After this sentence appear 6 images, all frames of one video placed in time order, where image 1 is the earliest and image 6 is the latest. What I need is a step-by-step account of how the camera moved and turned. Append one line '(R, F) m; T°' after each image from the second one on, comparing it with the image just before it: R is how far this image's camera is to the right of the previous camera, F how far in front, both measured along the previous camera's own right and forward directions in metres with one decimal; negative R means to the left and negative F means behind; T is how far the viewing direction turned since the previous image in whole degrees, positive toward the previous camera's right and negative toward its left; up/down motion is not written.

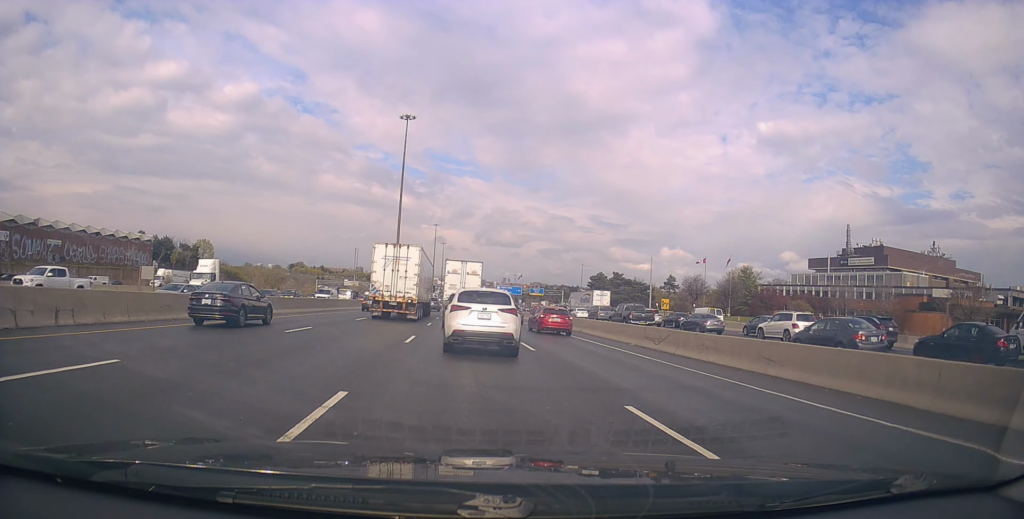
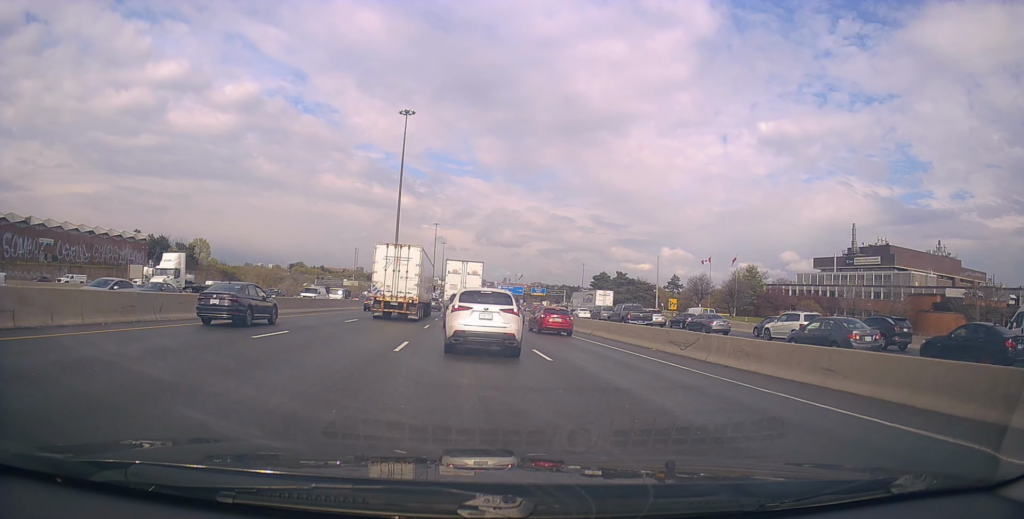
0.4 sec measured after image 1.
(-0.1, +2.8) m; -1°
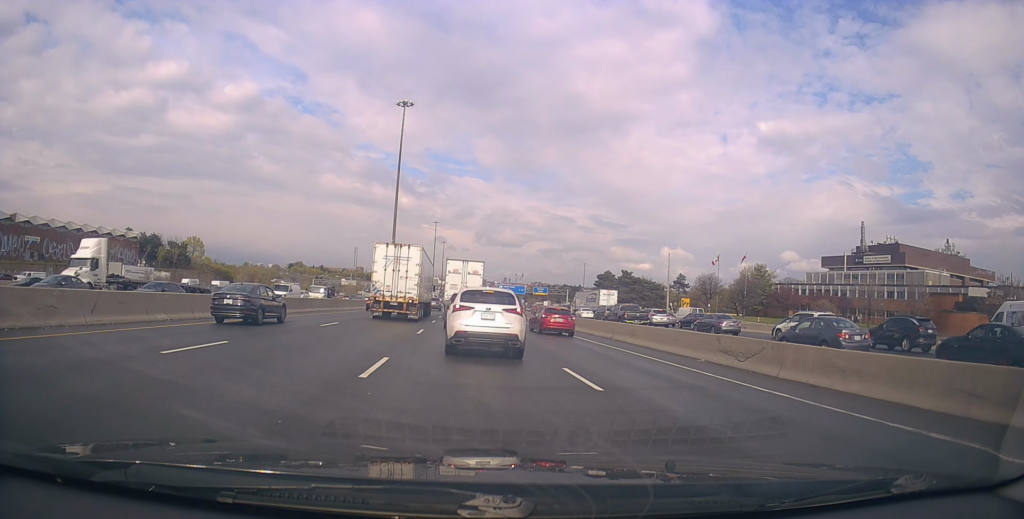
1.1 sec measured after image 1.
(-0.1, +4.8) m; -2°
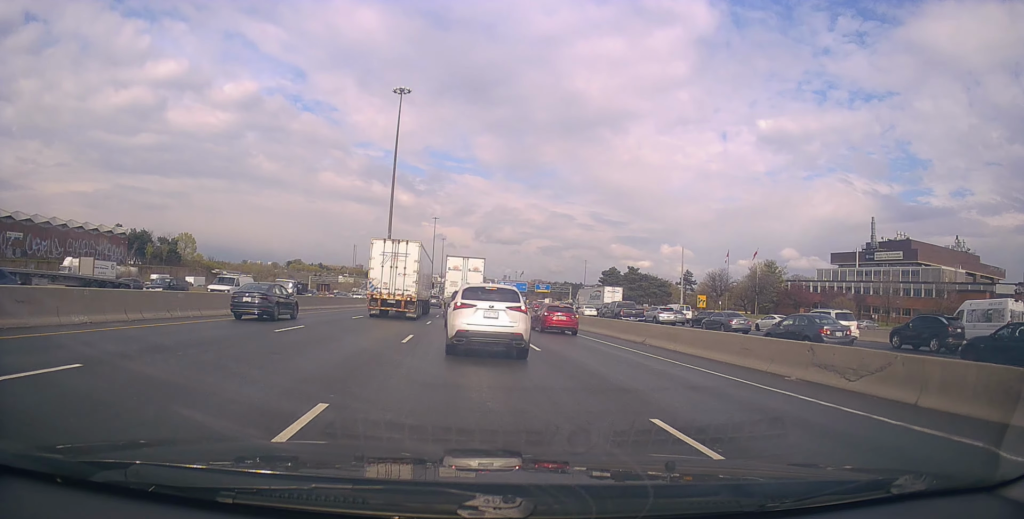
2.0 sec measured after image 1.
(0.0, +5.5) m; -1°
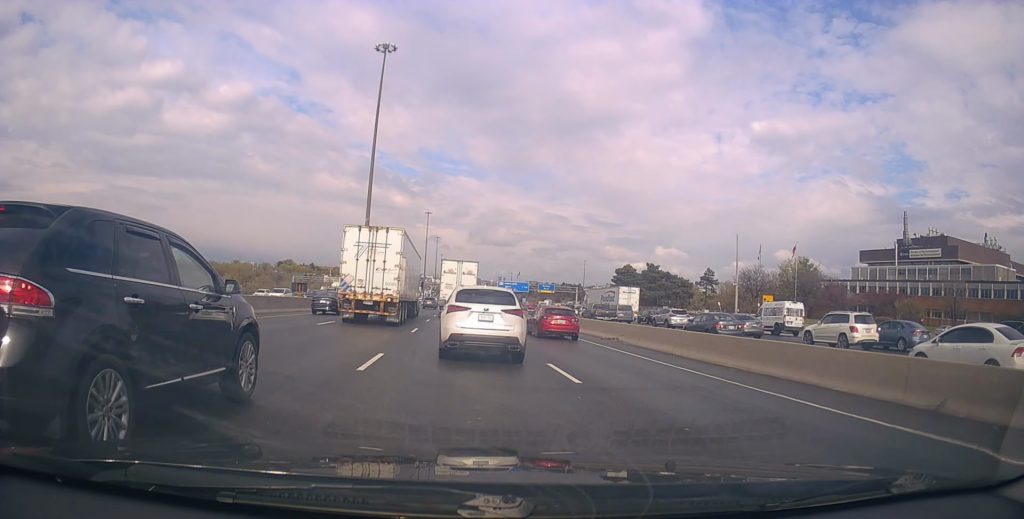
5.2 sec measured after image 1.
(+0.5, +18.1) m; +4°
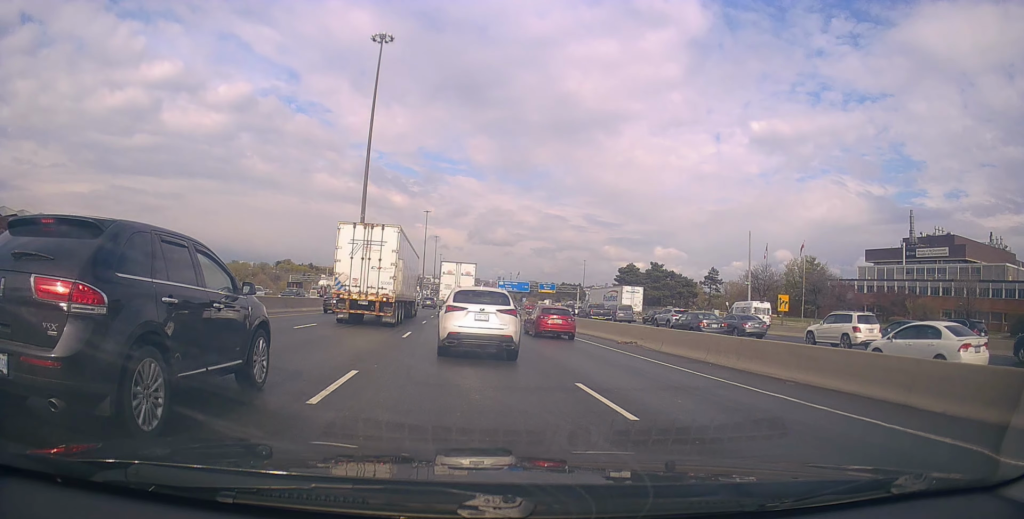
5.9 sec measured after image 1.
(0.0, +3.4) m; -2°
